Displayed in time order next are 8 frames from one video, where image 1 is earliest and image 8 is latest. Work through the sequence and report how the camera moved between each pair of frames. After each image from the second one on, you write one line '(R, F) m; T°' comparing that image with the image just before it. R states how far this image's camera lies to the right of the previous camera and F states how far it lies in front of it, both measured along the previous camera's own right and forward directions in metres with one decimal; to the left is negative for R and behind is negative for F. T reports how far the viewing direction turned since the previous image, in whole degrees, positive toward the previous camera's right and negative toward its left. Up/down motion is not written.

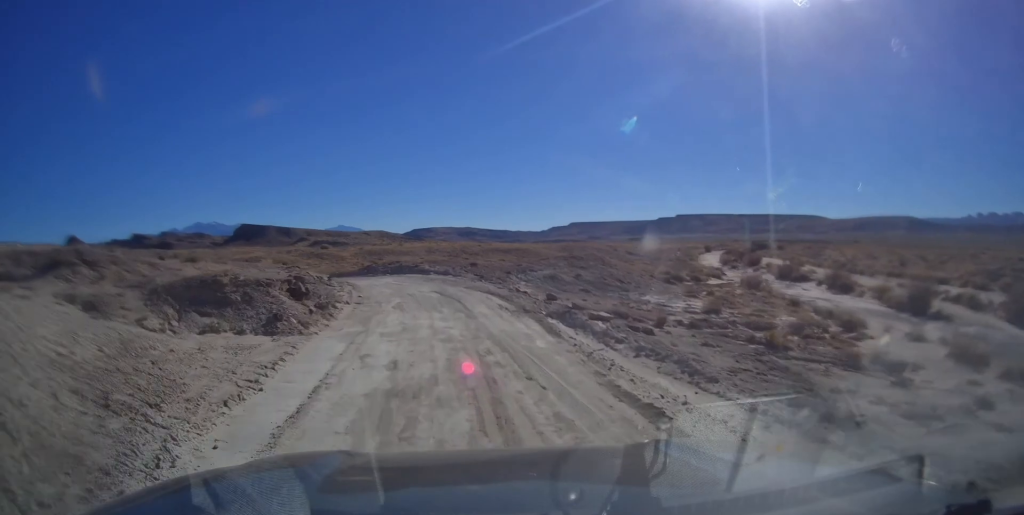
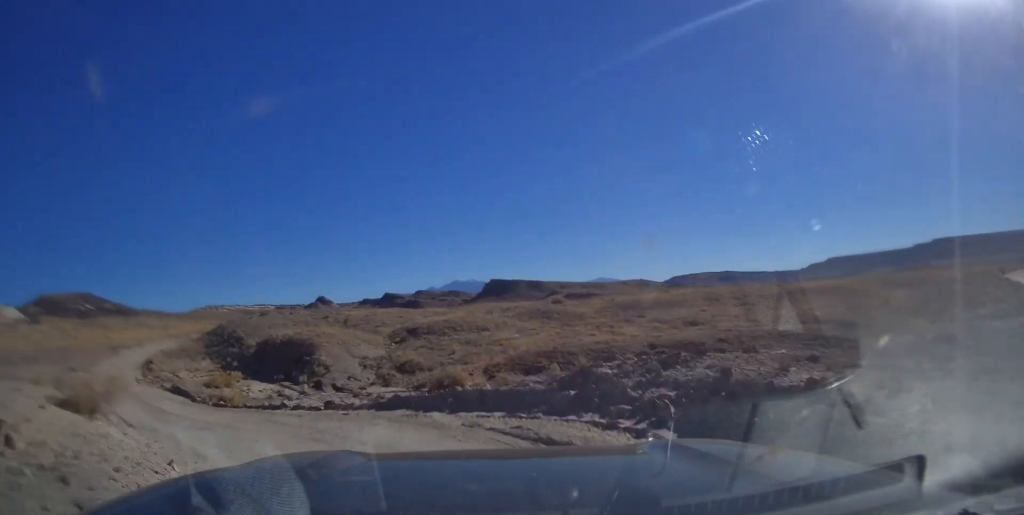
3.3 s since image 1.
(-4.2, +26.4) m; -21°
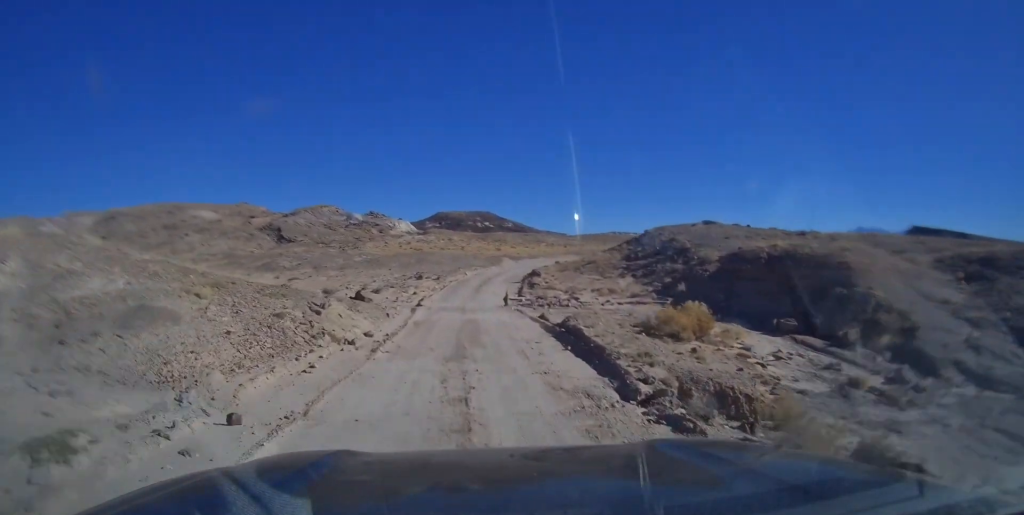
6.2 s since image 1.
(-4.1, +22.1) m; -30°
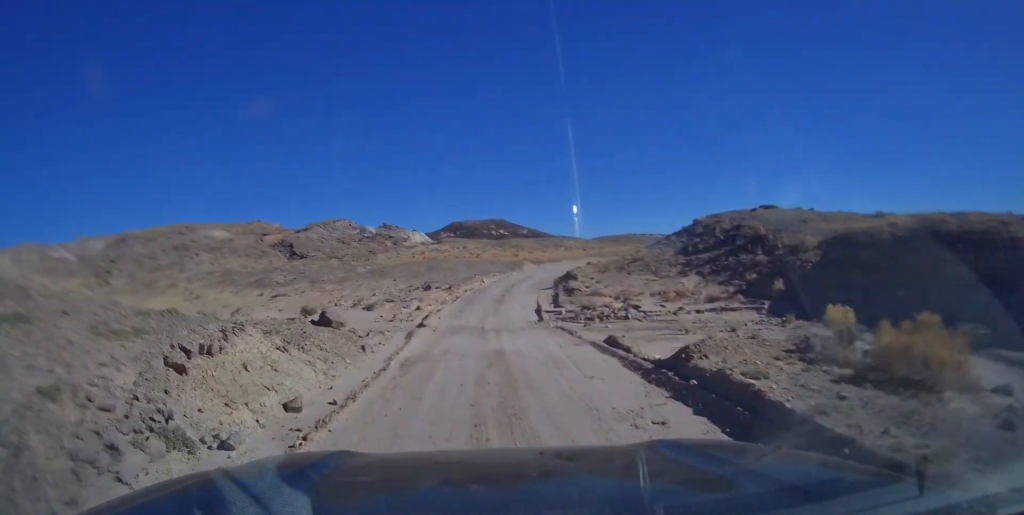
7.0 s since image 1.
(-1.4, +6.6) m; -8°
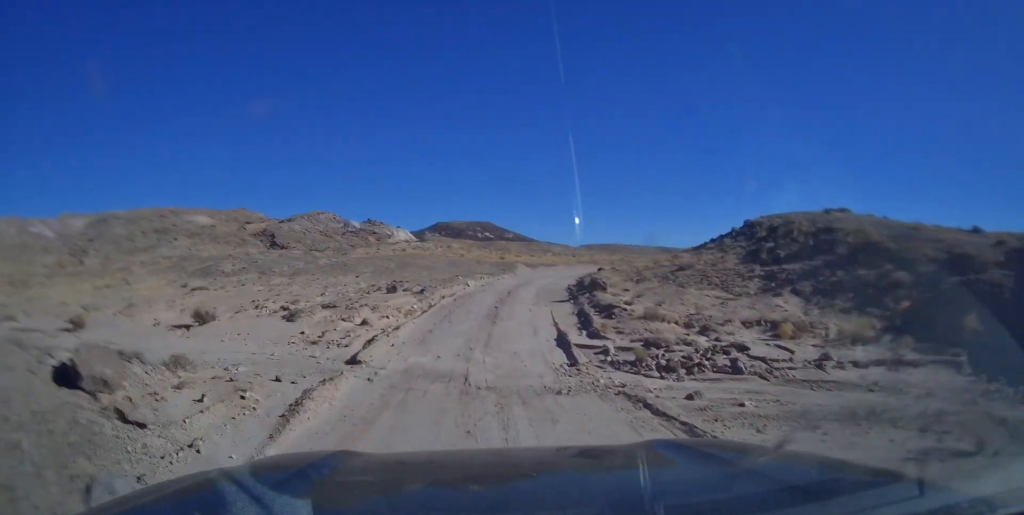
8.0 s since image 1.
(-0.9, +8.4) m; -10°
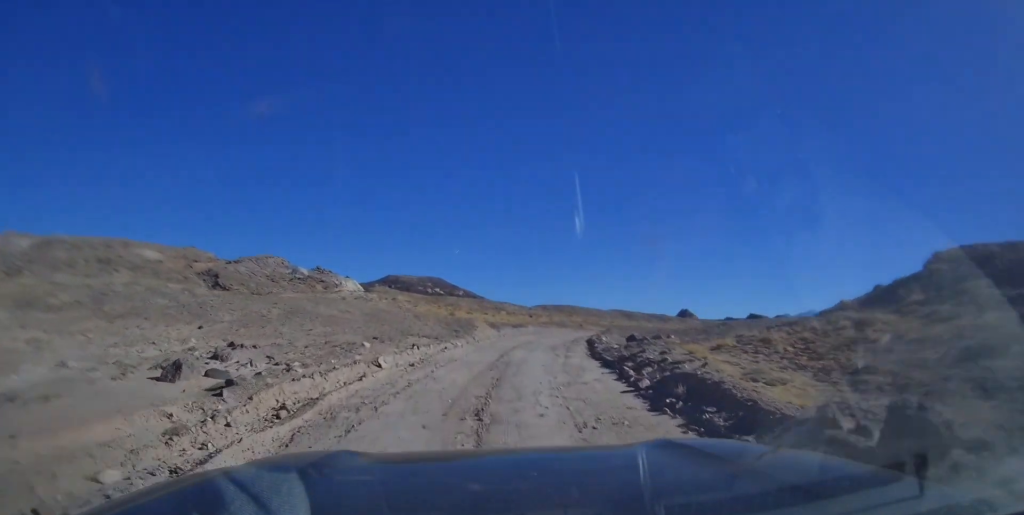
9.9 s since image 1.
(-1.9, +17.3) m; -4°
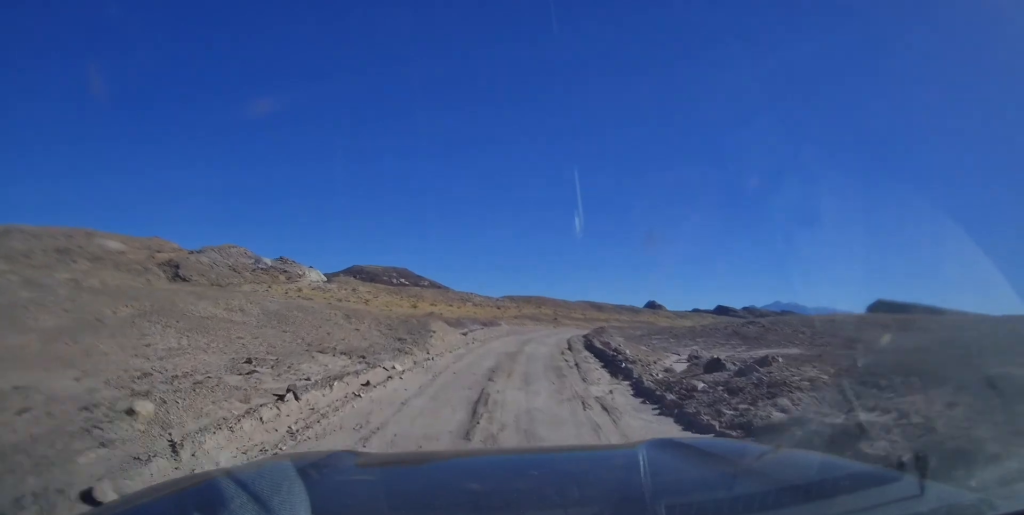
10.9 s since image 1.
(0.0, +10.2) m; +1°
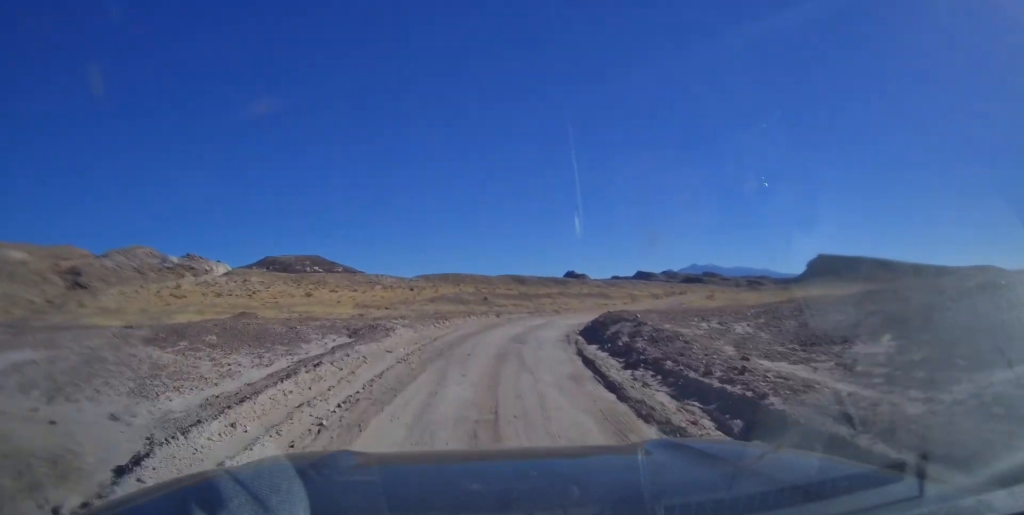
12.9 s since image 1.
(+1.0, +22.4) m; +6°
